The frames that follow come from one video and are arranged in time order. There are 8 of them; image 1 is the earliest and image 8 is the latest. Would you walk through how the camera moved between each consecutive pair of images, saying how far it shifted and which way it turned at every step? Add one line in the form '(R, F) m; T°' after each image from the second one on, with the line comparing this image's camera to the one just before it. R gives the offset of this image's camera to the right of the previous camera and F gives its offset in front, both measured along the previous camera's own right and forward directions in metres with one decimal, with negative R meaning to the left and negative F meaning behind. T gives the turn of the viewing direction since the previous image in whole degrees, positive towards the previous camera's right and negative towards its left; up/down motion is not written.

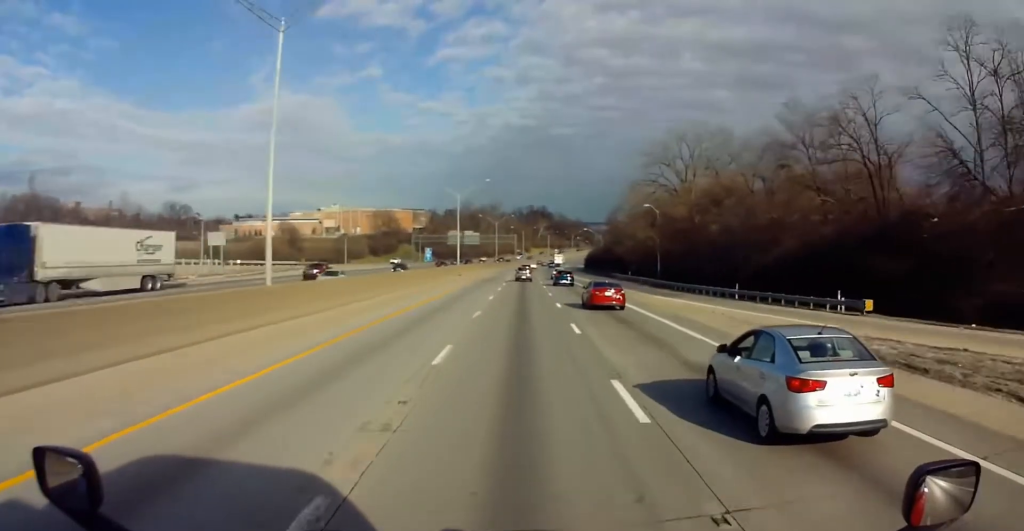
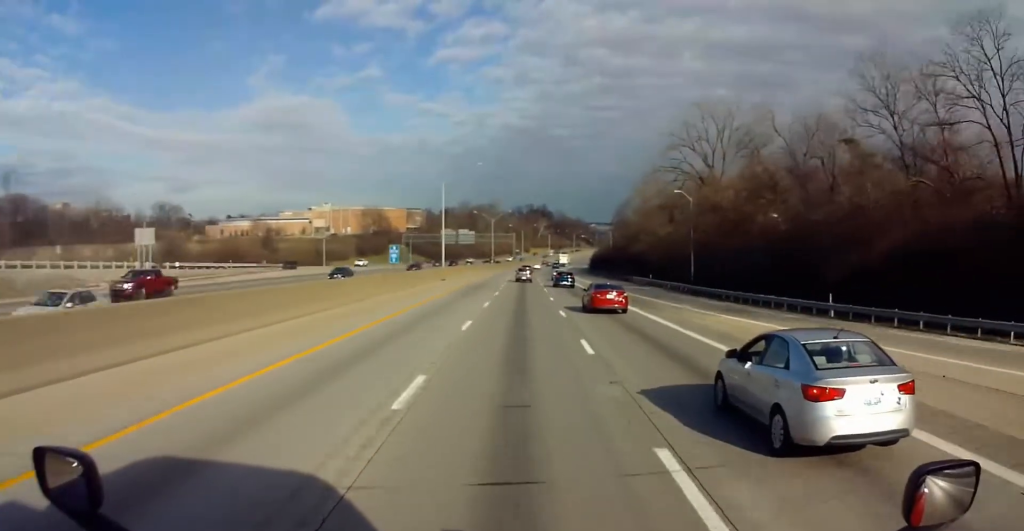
(+0.5, +16.8) m; +1°
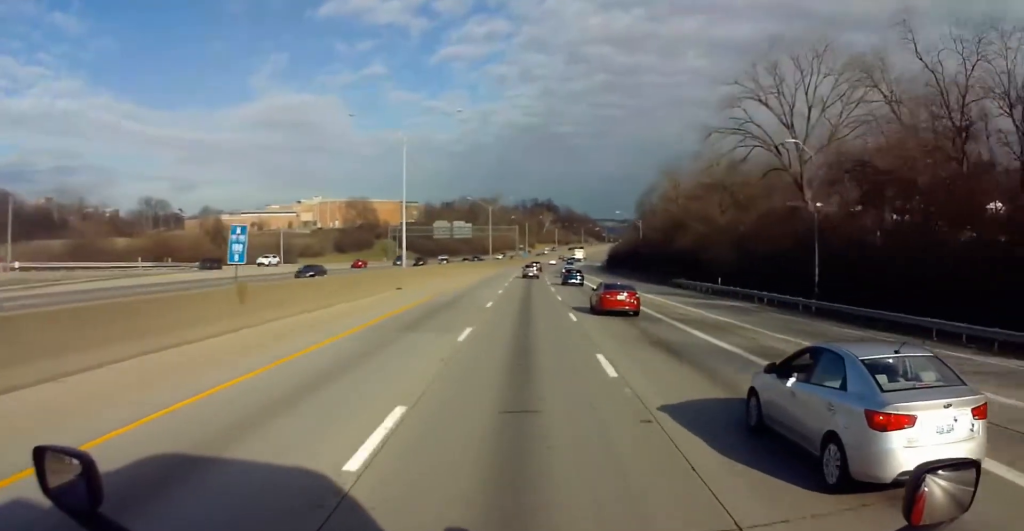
(0.0, +27.7) m; 0°
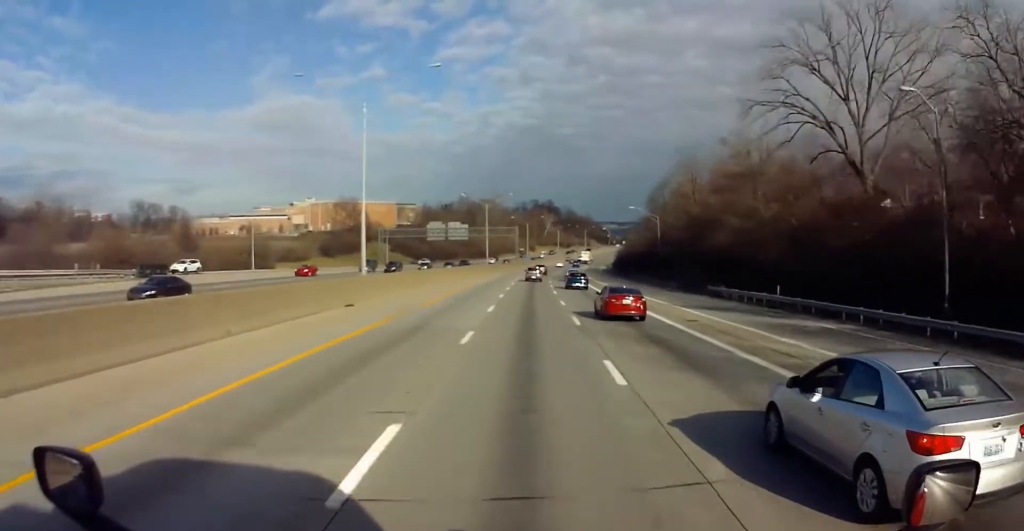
(-0.1, +12.9) m; 0°
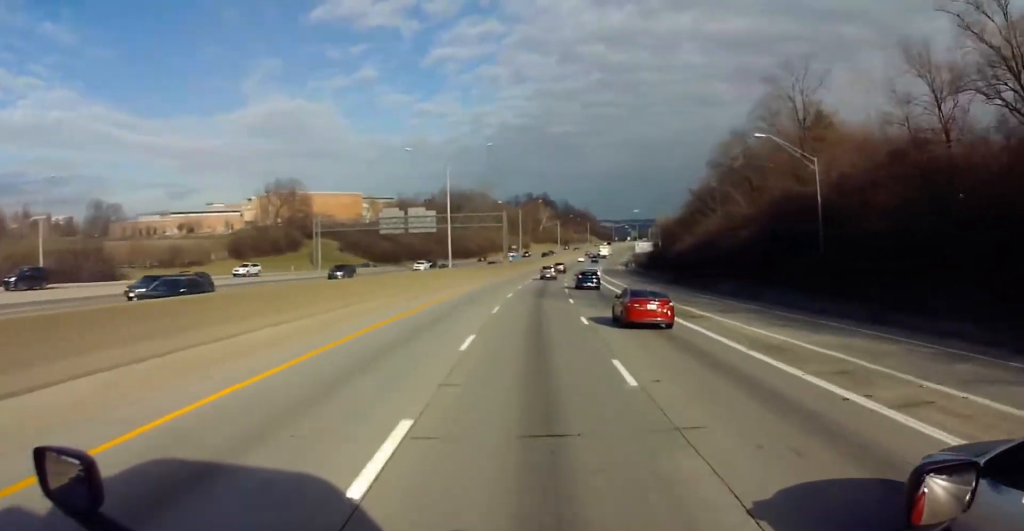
(+0.7, +48.5) m; 0°
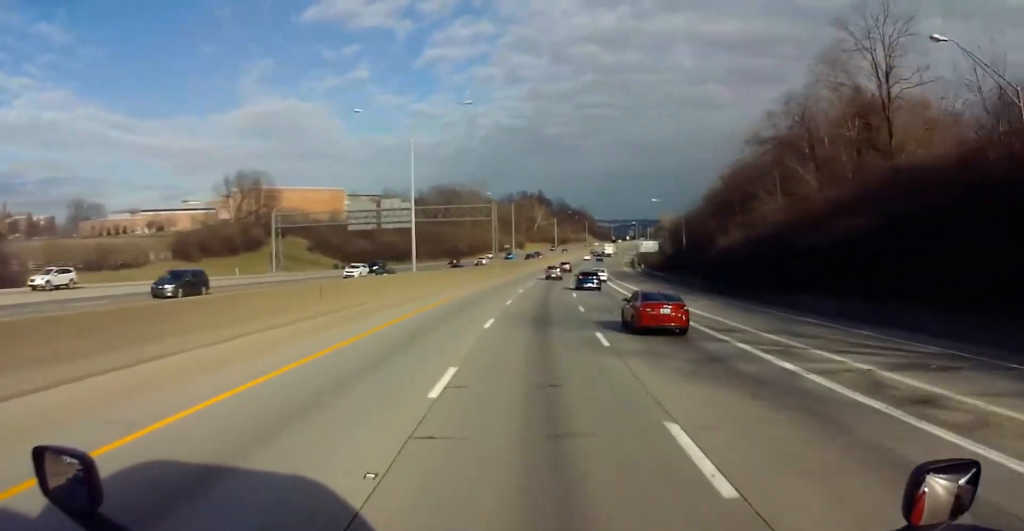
(-0.1, +18.0) m; -1°
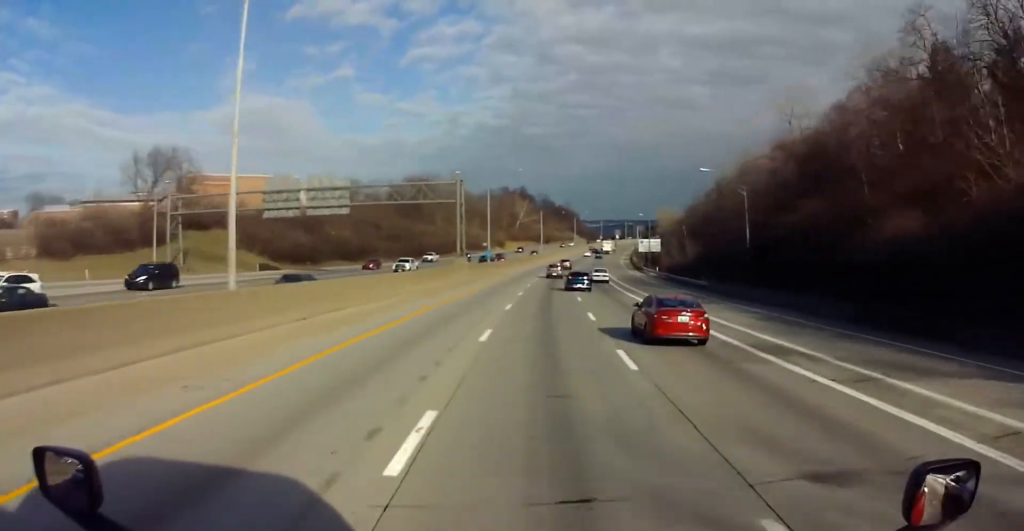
(-0.3, +28.3) m; 0°
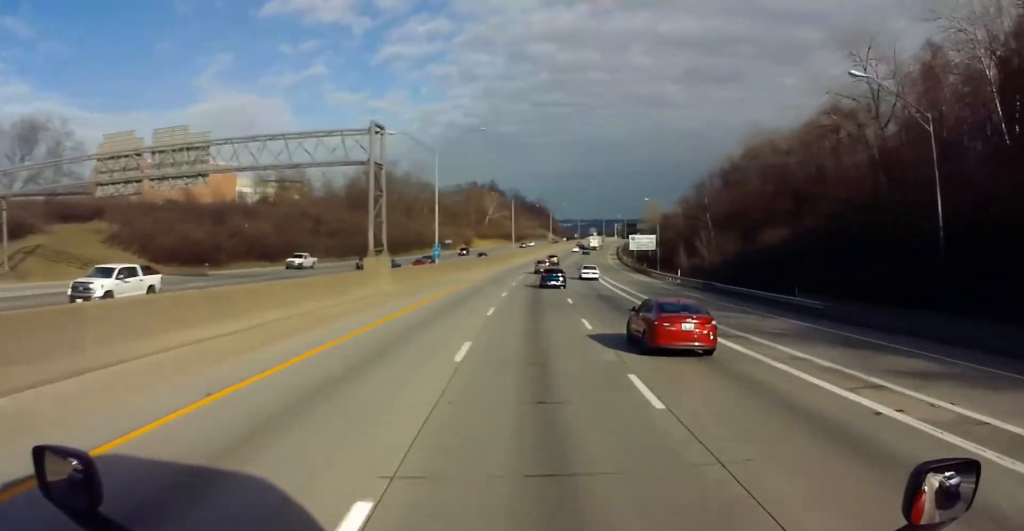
(+0.1, +28.7) m; +1°
